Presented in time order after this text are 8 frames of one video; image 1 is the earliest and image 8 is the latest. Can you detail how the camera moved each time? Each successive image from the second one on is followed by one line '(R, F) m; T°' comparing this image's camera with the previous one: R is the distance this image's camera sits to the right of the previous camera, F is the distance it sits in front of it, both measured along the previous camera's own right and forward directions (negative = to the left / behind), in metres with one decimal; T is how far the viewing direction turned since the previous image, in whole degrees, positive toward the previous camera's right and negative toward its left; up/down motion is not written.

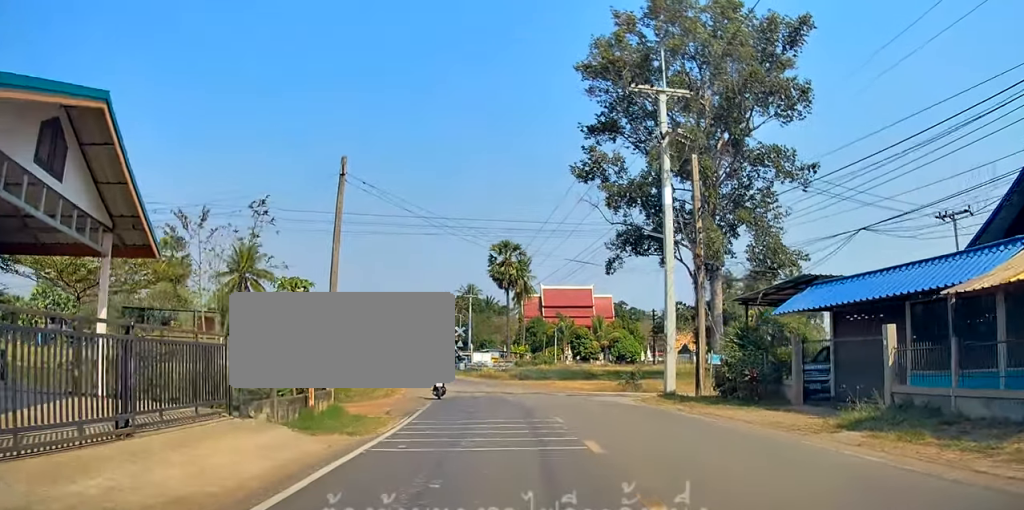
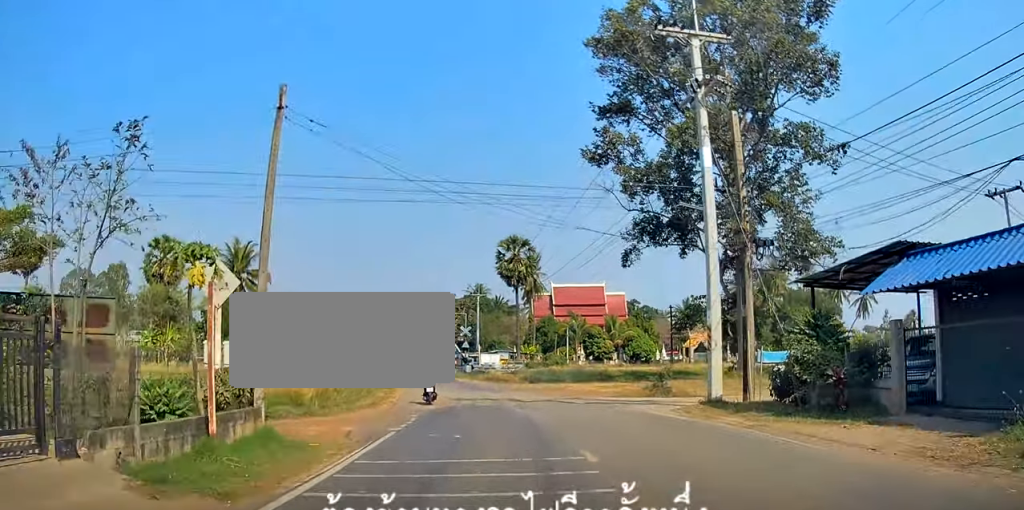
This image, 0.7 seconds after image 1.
(+0.6, +5.4) m; 0°
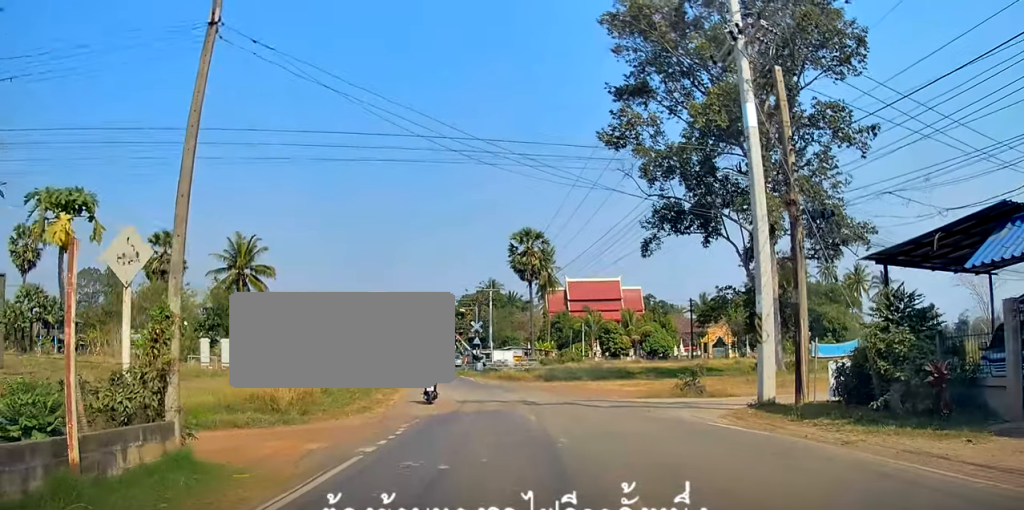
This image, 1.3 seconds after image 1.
(0.0, +3.7) m; 0°
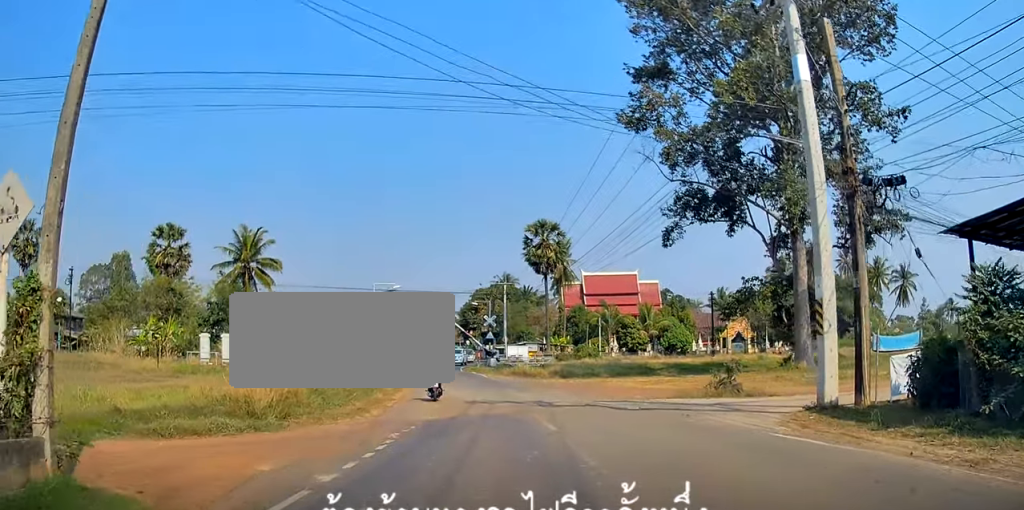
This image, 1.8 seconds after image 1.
(-0.4, +3.3) m; -1°
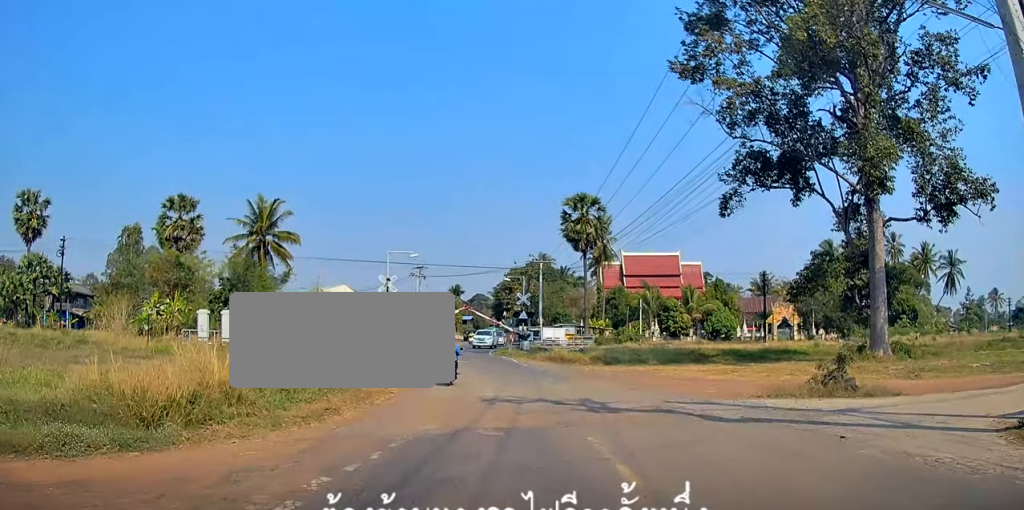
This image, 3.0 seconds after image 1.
(+0.5, +7.0) m; -3°
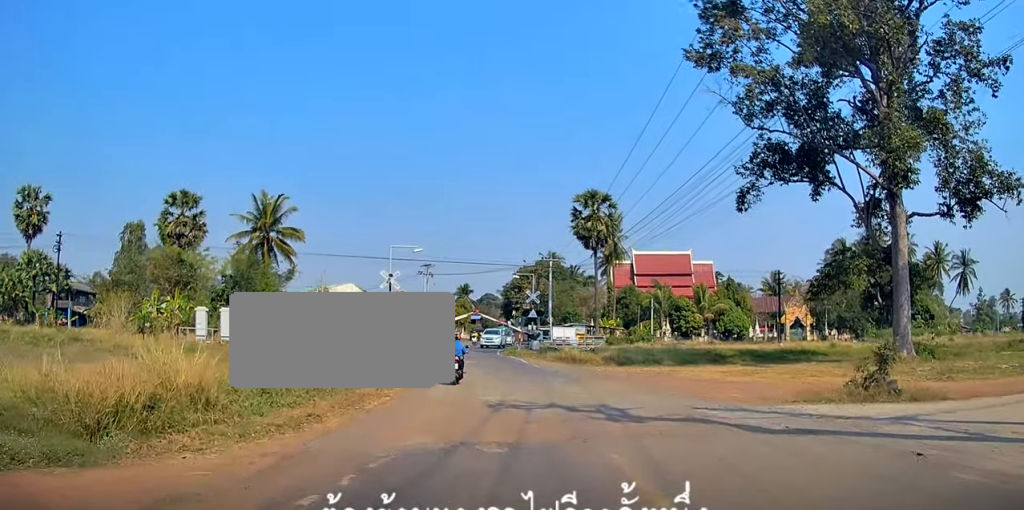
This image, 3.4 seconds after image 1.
(-0.4, +1.9) m; -6°
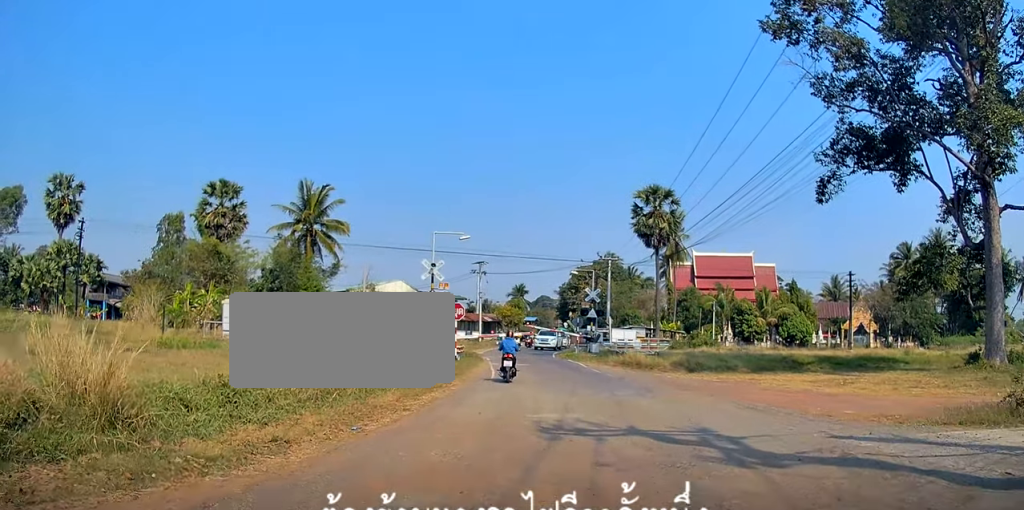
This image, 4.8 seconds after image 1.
(-1.0, +5.6) m; -4°
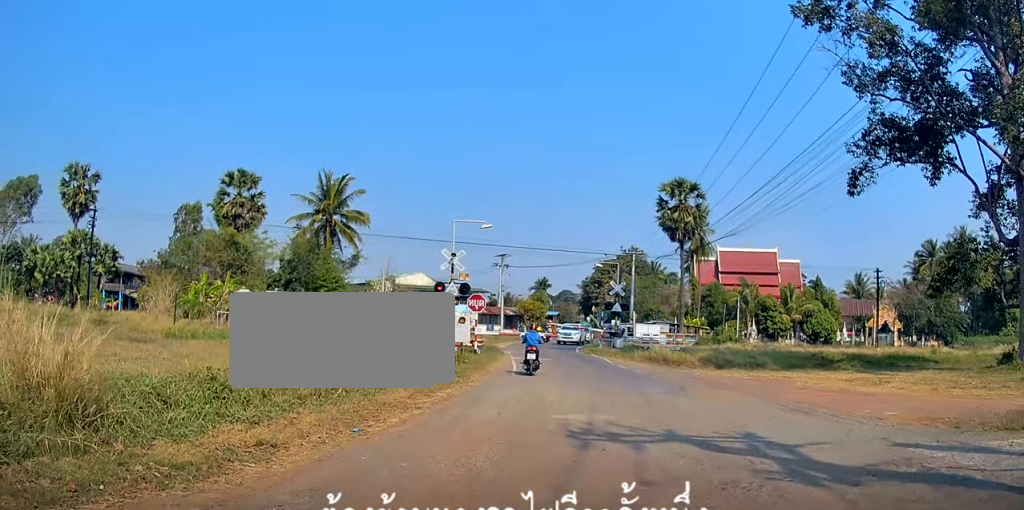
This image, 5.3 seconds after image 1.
(+0.2, +1.5) m; 0°
